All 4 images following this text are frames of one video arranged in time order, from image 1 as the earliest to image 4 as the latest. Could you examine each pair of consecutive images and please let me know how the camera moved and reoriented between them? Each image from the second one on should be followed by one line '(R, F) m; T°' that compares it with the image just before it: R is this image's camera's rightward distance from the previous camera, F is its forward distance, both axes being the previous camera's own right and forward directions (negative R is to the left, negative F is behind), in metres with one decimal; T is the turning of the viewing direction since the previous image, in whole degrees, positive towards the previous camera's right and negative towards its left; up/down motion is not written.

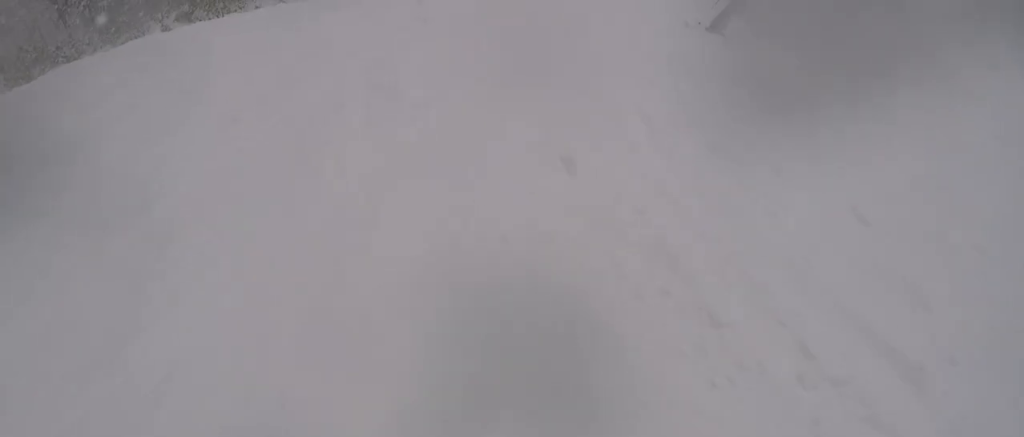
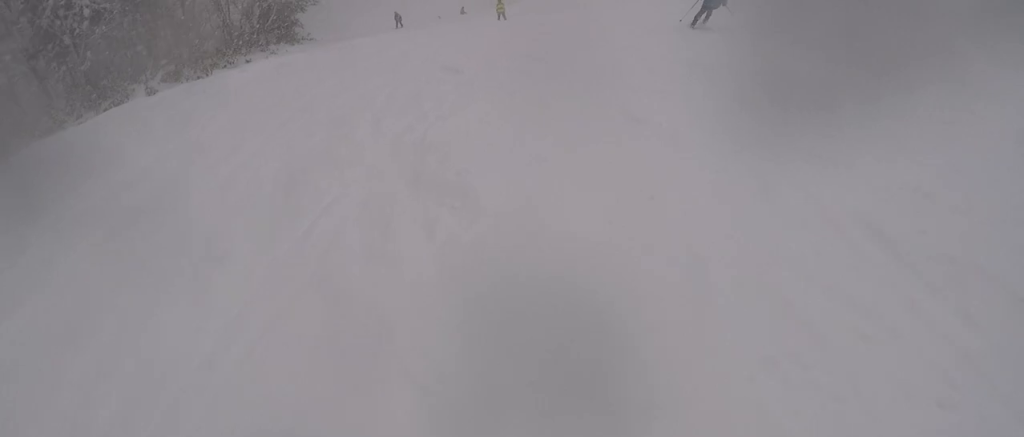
(+0.6, +2.5) m; +8°
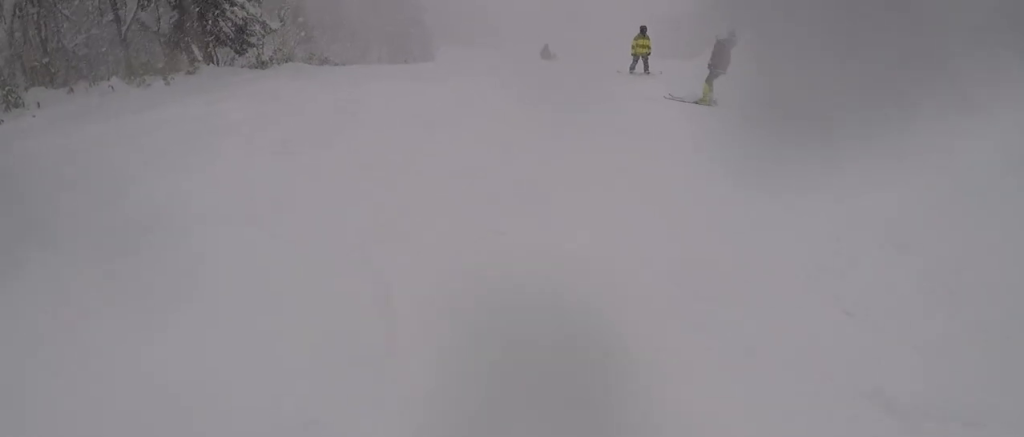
(-2.4, +32.0) m; -23°
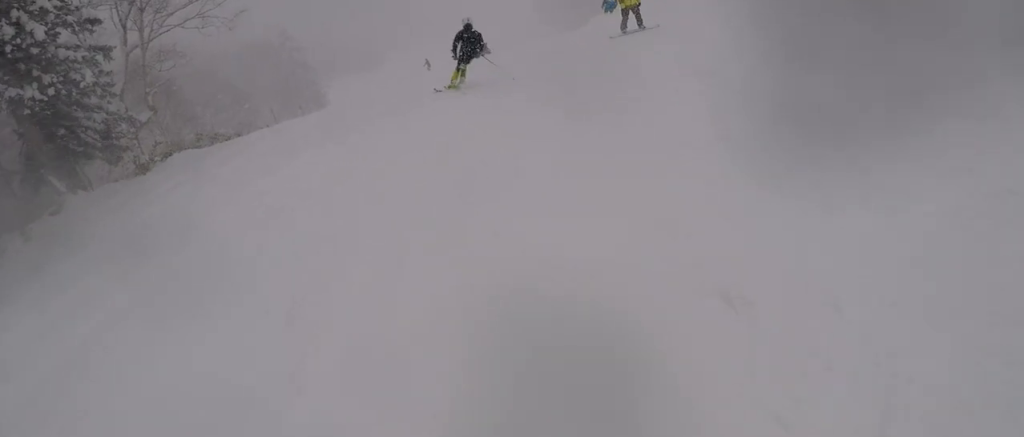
(-0.3, +4.0) m; +3°
